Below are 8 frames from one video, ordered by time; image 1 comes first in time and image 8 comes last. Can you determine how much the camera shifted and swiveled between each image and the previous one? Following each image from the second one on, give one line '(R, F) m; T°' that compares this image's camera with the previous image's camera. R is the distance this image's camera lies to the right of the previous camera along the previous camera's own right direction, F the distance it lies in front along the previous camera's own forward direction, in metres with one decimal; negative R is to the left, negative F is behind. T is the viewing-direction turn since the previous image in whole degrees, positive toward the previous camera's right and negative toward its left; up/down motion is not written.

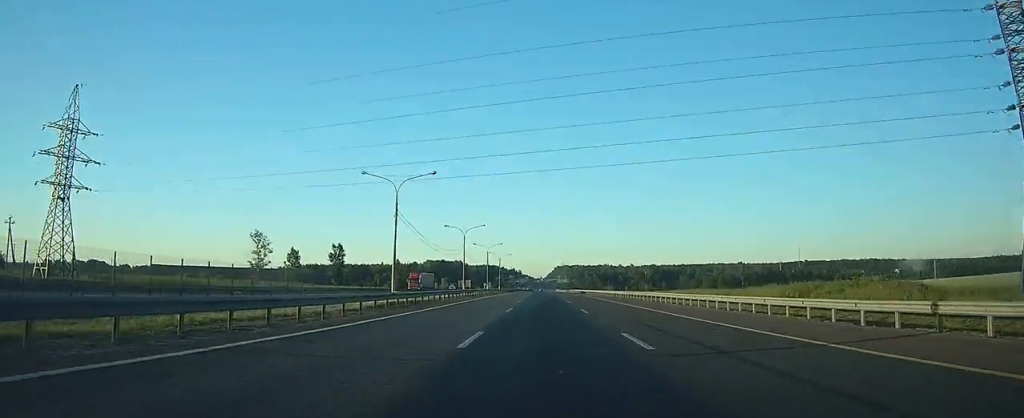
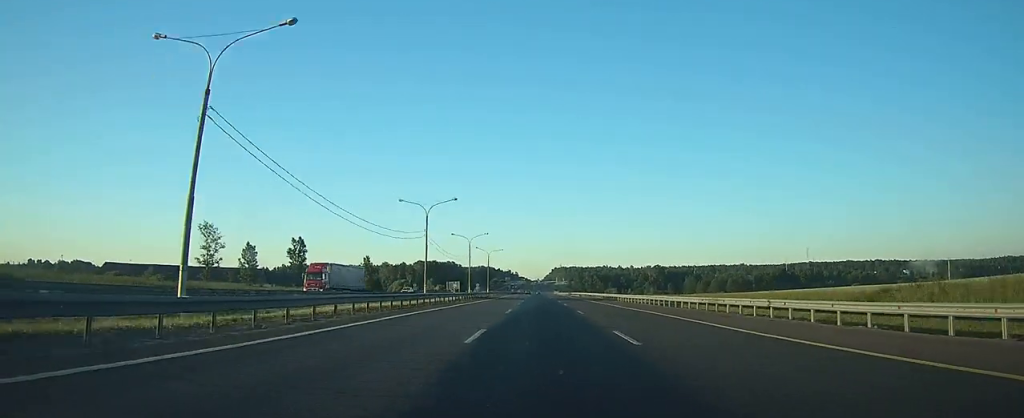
(0.0, +30.5) m; 0°
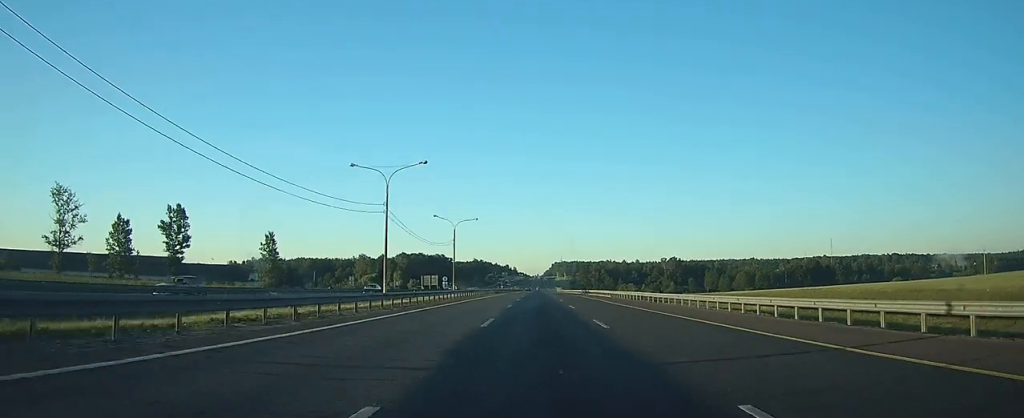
(0.0, +59.2) m; 0°
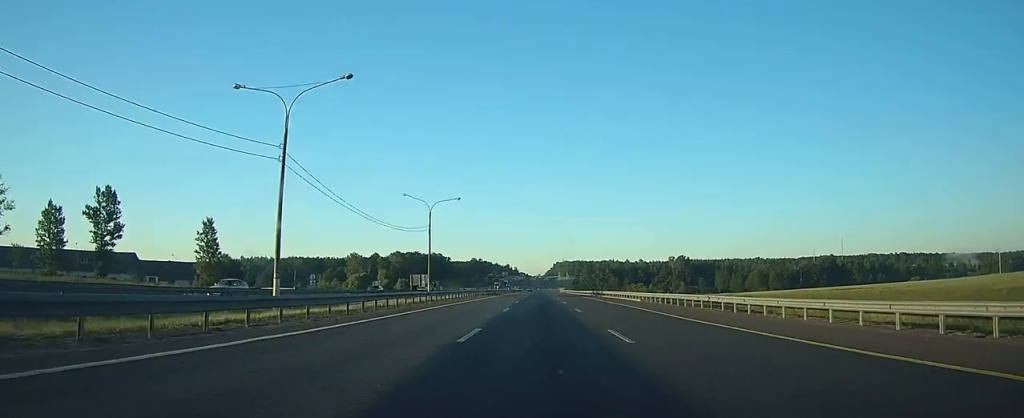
(0.0, +20.9) m; 0°
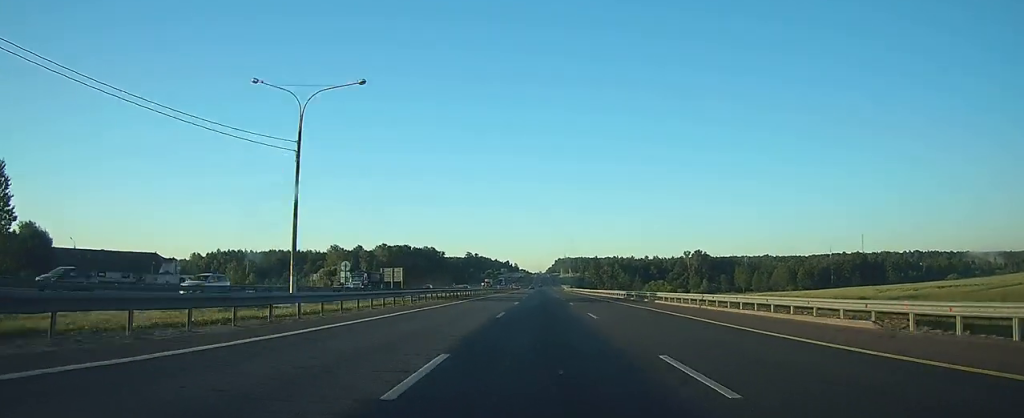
(0.0, +38.6) m; 0°
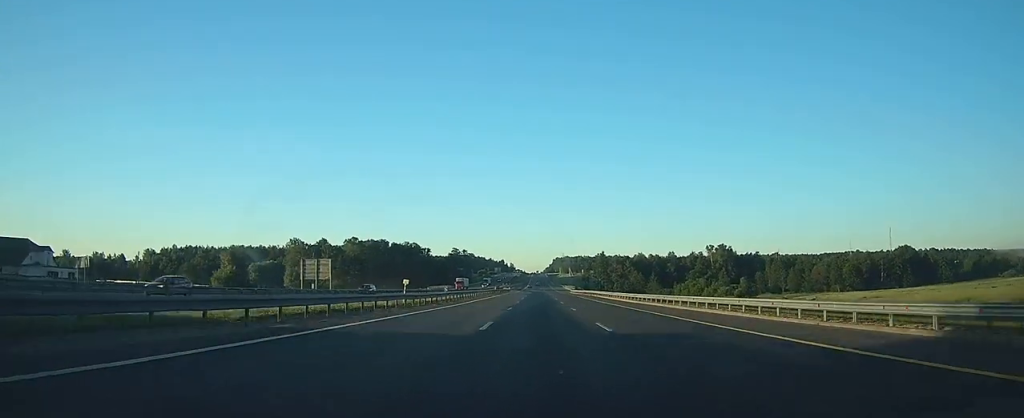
(+0.2, +53.3) m; 0°
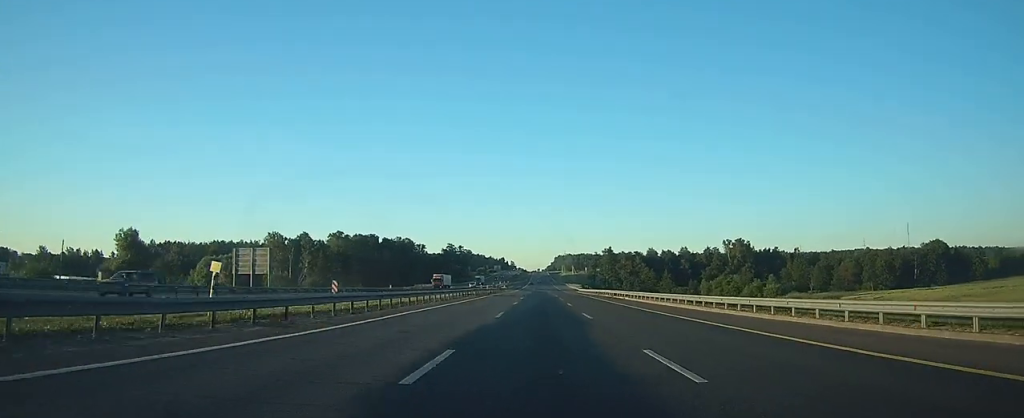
(0.0, +25.6) m; 0°
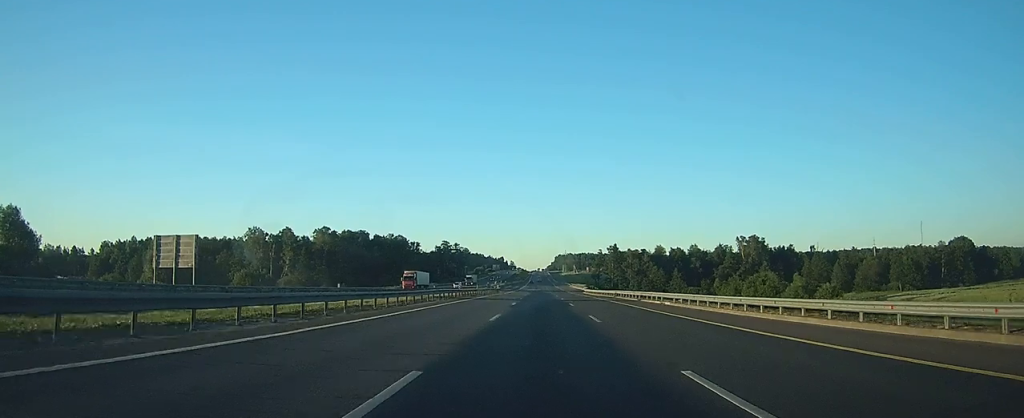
(0.0, +18.9) m; 0°
